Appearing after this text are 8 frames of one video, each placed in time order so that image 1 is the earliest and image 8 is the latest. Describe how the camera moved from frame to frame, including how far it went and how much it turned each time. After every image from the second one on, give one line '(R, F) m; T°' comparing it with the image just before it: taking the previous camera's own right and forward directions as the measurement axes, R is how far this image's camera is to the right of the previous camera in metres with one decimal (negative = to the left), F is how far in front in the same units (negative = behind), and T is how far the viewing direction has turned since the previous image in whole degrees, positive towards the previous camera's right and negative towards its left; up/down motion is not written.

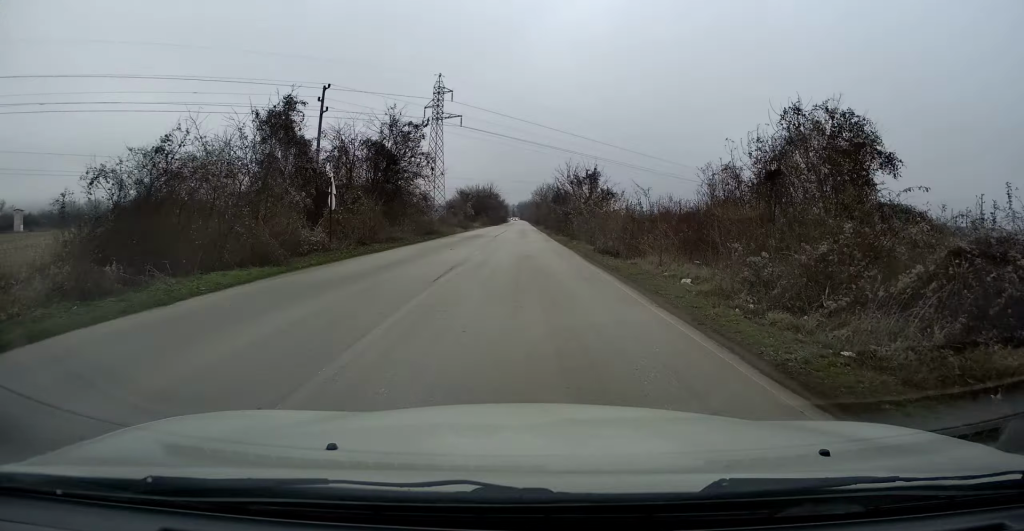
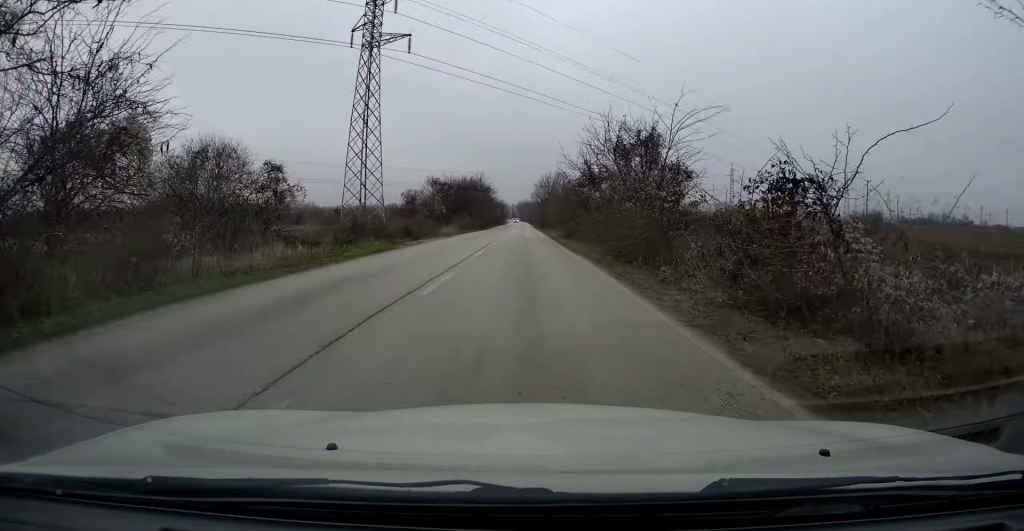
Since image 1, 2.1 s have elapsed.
(+1.6, +34.0) m; +2°
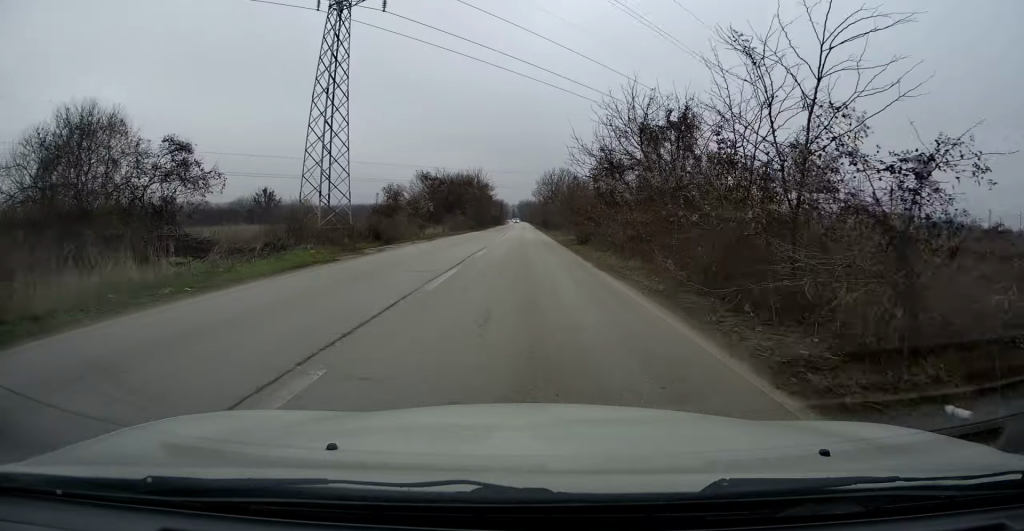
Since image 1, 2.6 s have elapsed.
(-0.2, +8.4) m; -1°
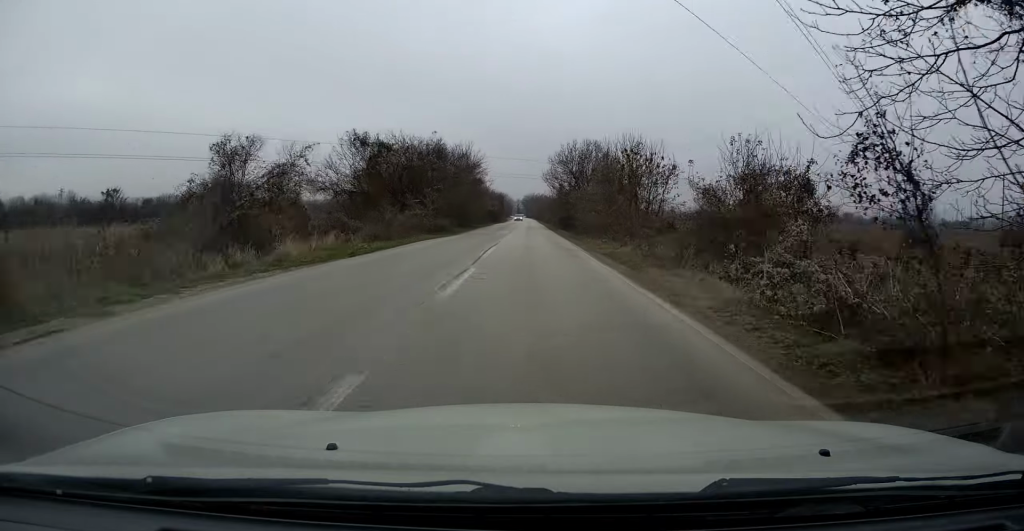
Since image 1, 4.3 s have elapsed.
(-0.7, +29.4) m; -1°
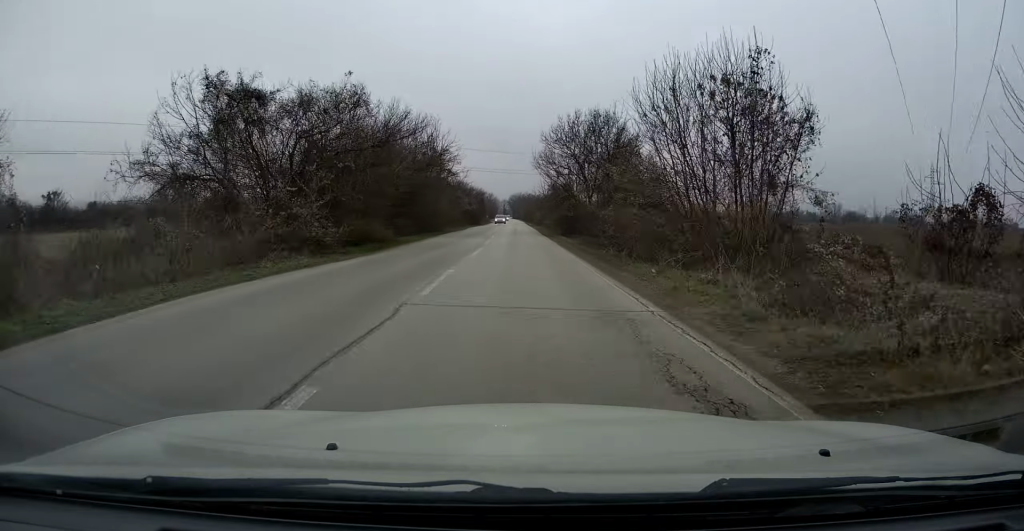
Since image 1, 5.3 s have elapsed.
(+0.3, +18.1) m; +1°
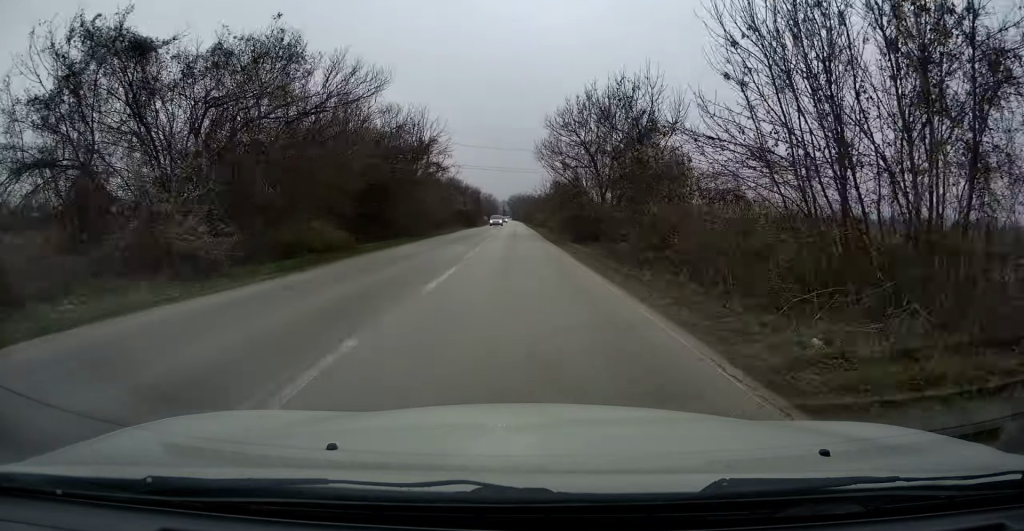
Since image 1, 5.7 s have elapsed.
(0.0, +7.5) m; 0°
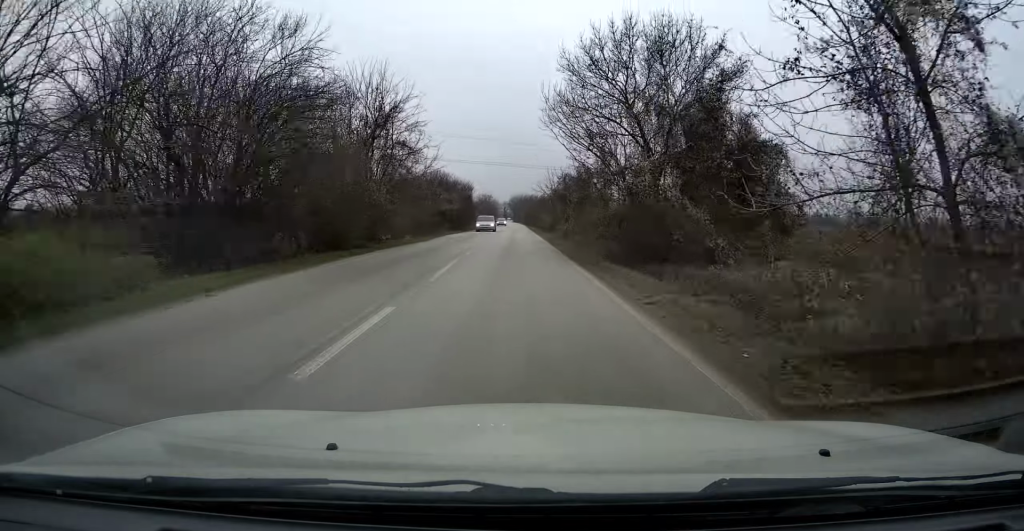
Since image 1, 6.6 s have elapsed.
(0.0, +14.5) m; 0°
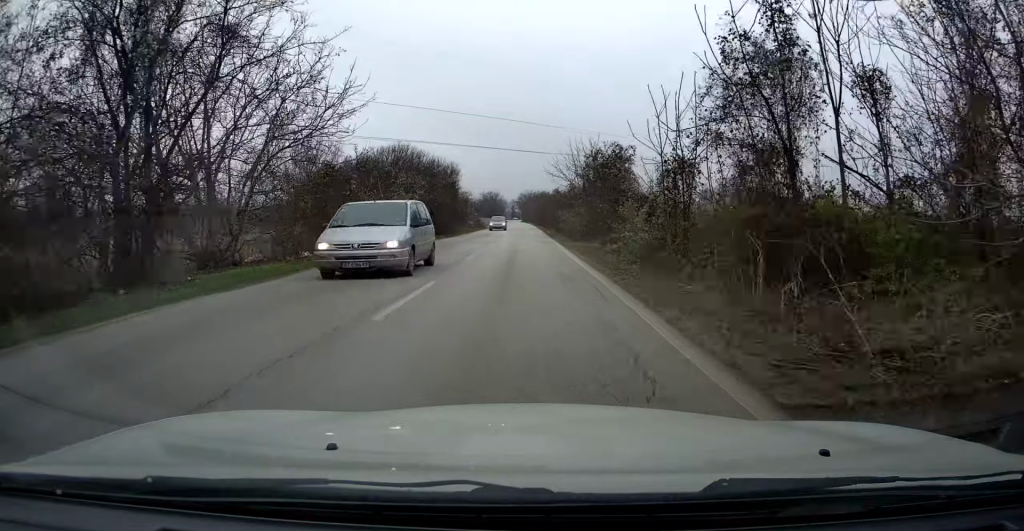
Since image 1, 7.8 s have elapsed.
(0.0, +22.0) m; -1°
